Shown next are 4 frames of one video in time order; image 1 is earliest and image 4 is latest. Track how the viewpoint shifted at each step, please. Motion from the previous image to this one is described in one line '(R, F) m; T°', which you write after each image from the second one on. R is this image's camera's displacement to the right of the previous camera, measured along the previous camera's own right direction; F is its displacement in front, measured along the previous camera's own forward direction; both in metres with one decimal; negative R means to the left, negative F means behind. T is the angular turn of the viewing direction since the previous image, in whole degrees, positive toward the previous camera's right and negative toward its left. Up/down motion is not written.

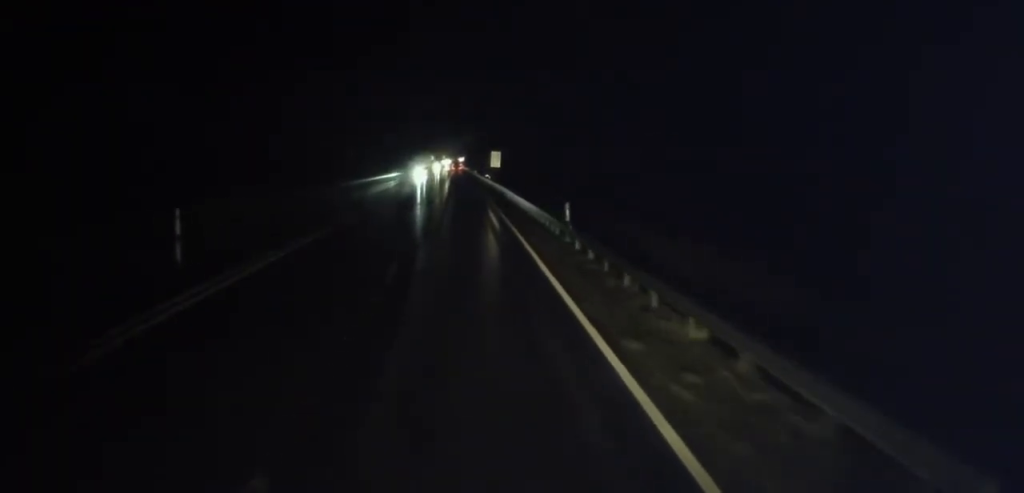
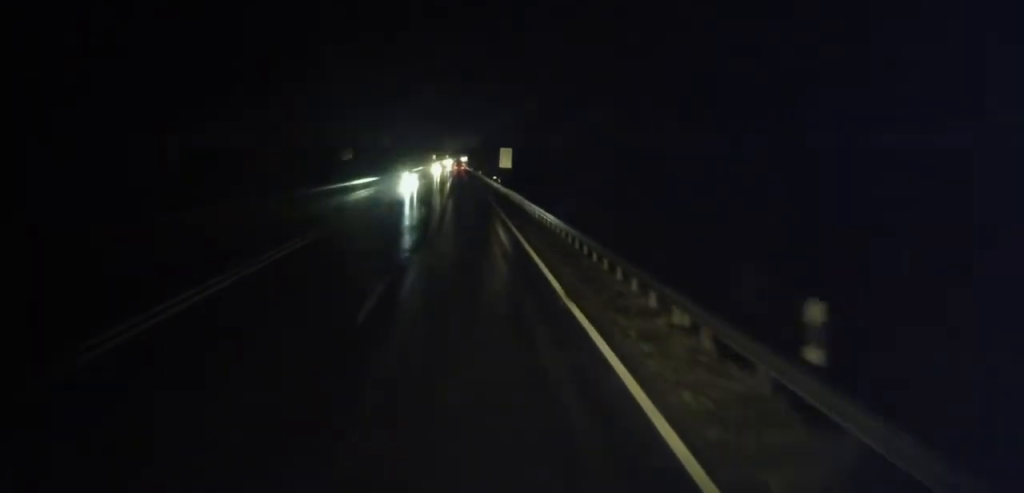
(+0.2, +14.6) m; 0°
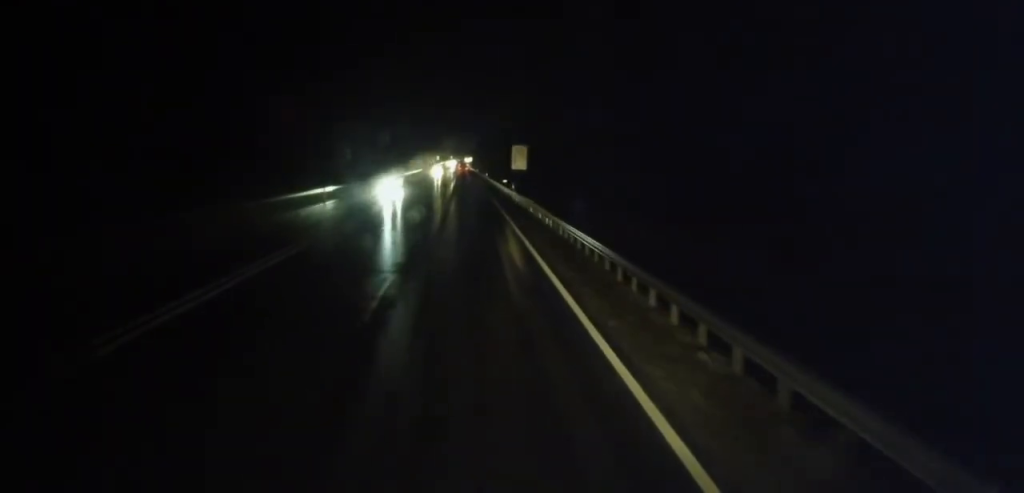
(+0.1, +11.7) m; 0°
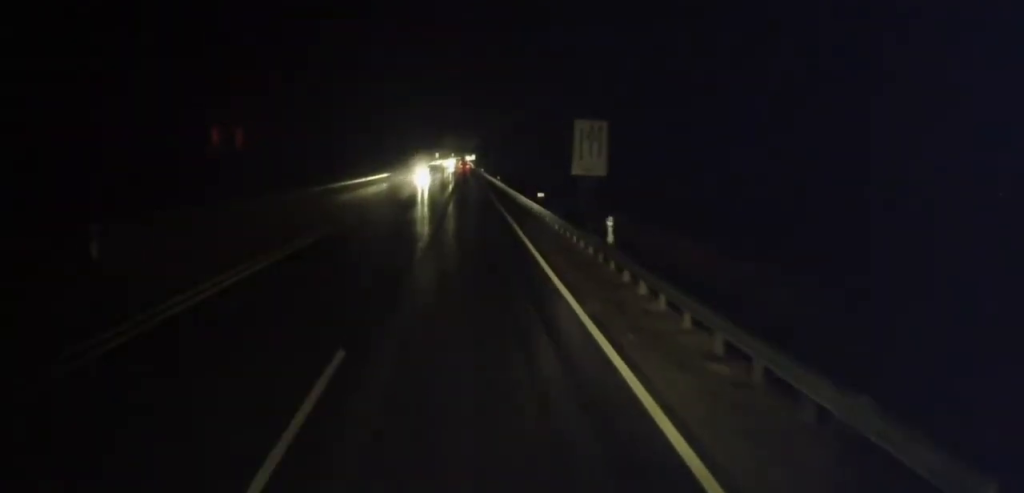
(0.0, +29.9) m; -1°
